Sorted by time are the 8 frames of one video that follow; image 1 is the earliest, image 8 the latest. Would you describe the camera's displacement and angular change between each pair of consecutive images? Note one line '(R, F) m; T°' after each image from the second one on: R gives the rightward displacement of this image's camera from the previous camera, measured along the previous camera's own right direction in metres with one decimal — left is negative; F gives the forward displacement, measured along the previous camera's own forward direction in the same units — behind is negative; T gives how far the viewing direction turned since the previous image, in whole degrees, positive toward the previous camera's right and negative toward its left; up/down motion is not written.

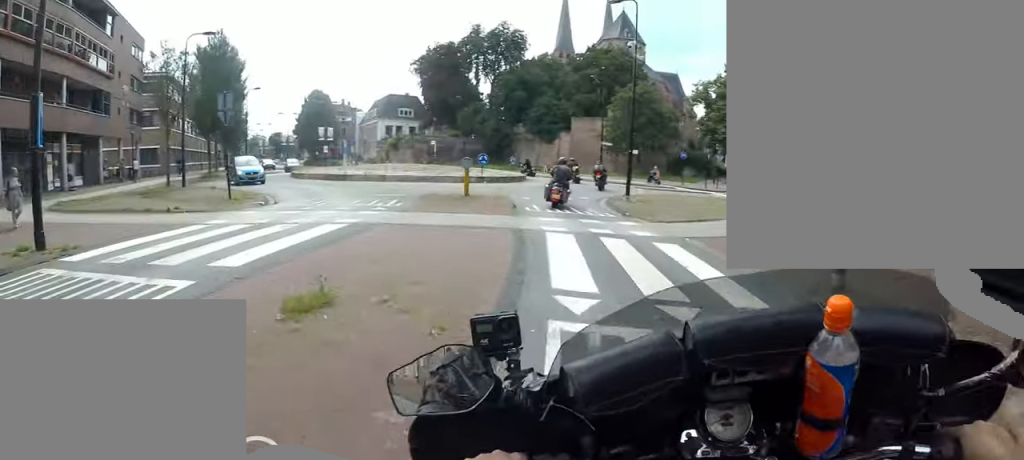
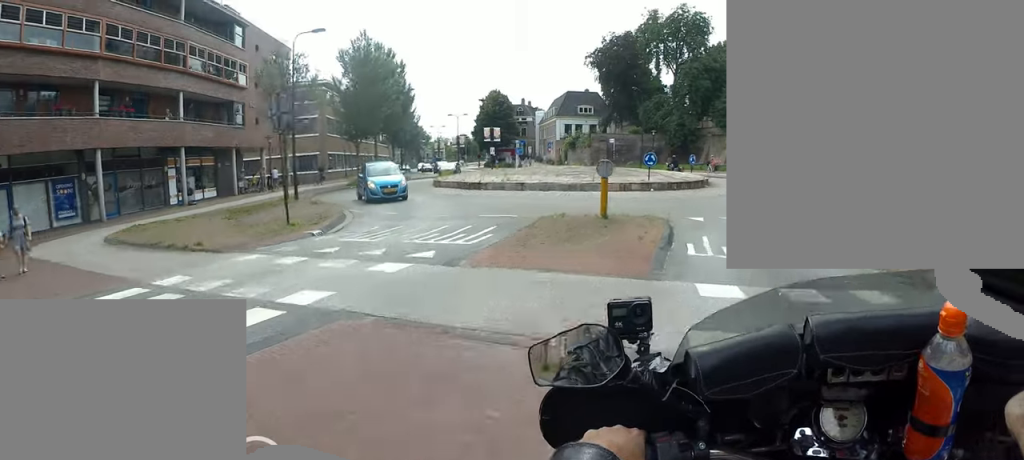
(-1.0, +5.8) m; -1°
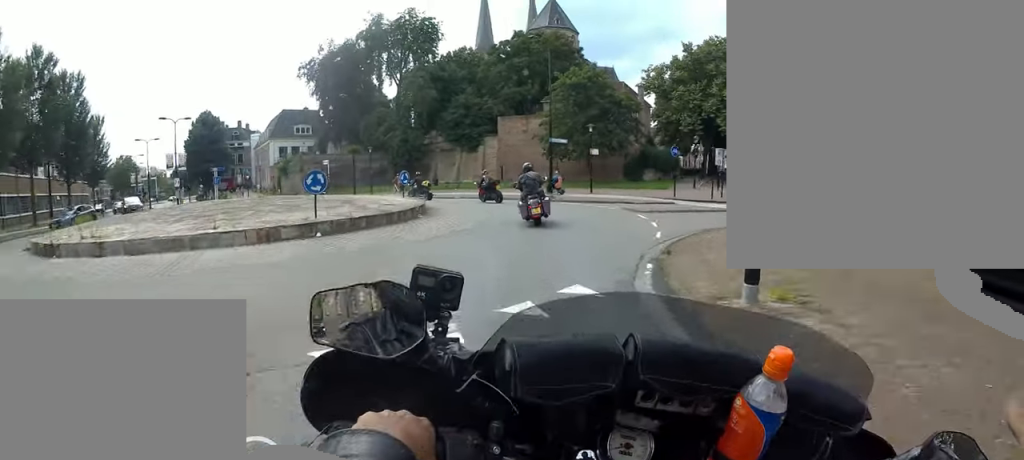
(+0.6, +7.7) m; +4°
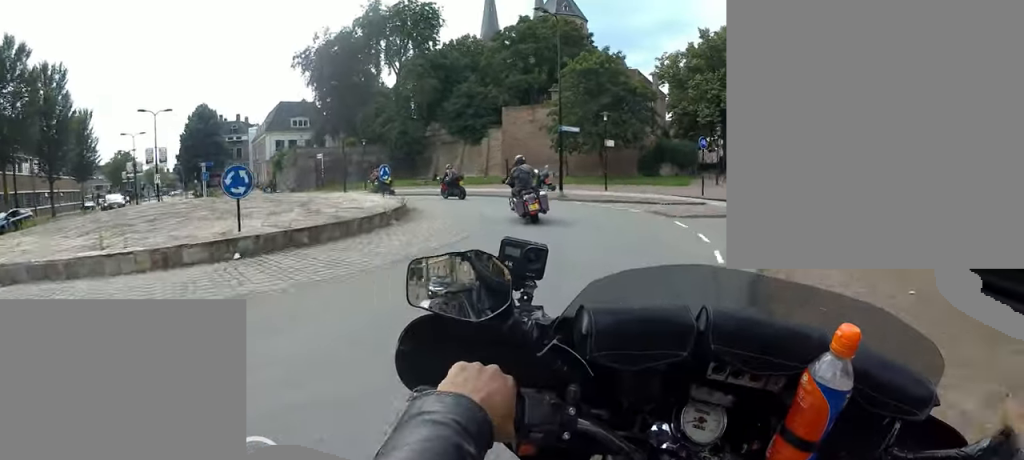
(+0.3, +3.1) m; +2°
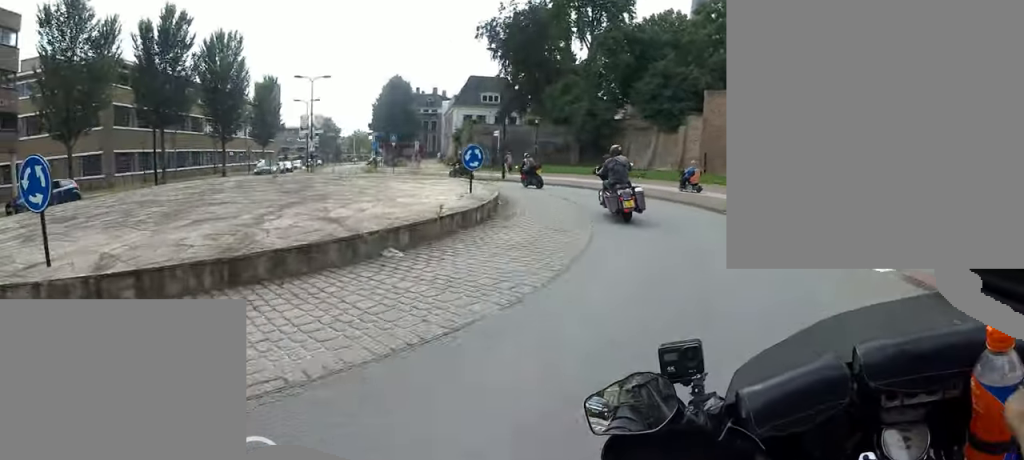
(-0.8, +6.3) m; +1°
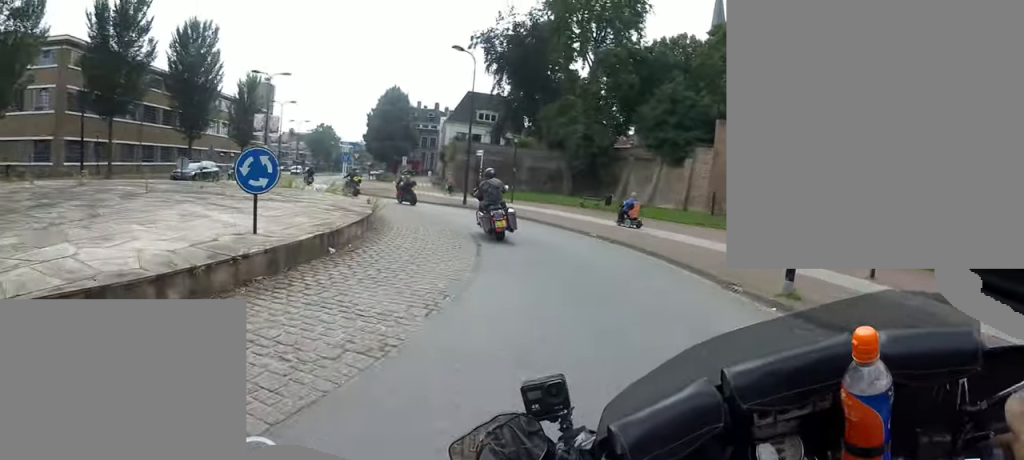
(+1.0, +5.6) m; -5°
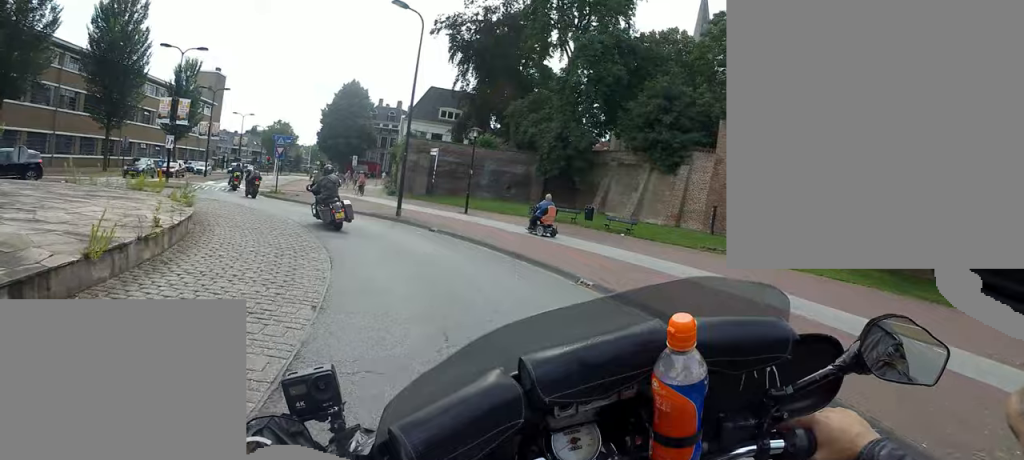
(-2.2, +5.8) m; -31°
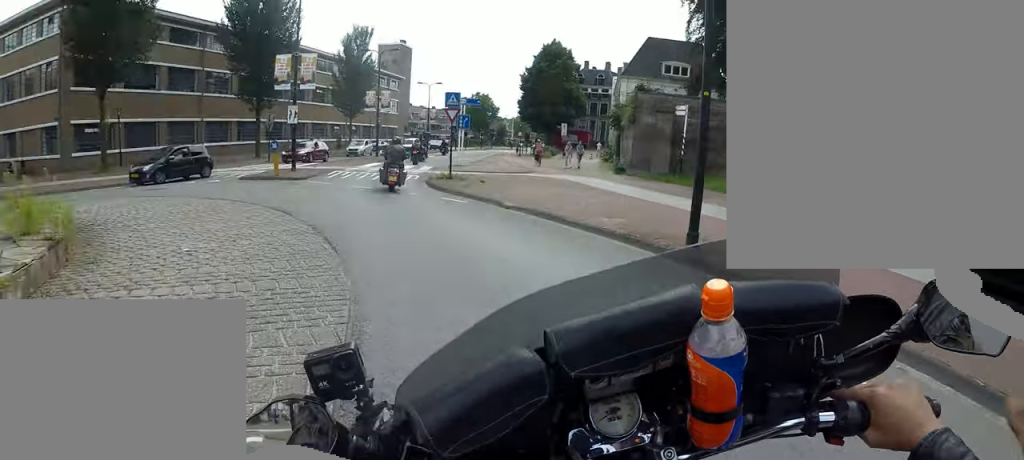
(-1.8, +9.8) m; -26°
